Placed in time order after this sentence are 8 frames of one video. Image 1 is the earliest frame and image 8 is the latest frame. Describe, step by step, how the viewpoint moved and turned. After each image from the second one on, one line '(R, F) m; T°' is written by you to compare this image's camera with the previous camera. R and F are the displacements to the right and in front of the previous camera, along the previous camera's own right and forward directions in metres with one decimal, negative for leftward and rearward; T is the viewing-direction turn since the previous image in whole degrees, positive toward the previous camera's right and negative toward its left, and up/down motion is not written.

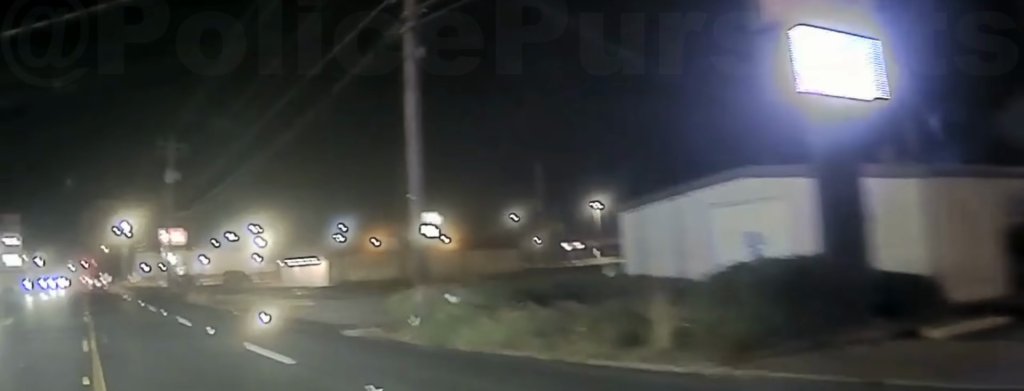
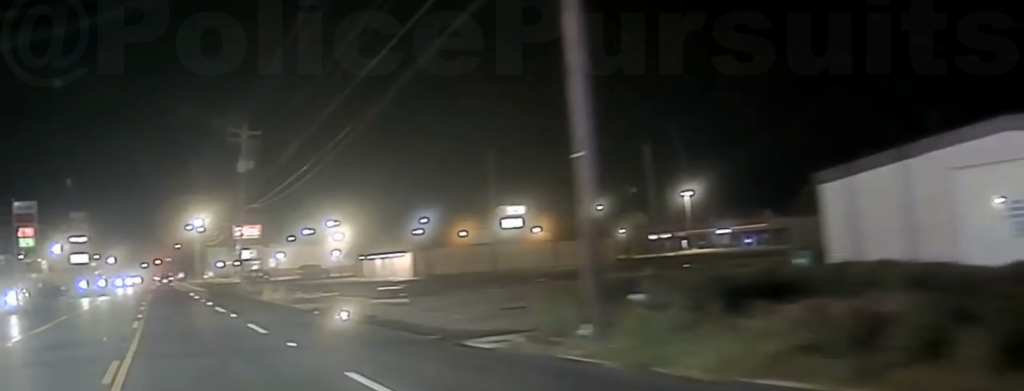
(-0.3, +5.9) m; -4°
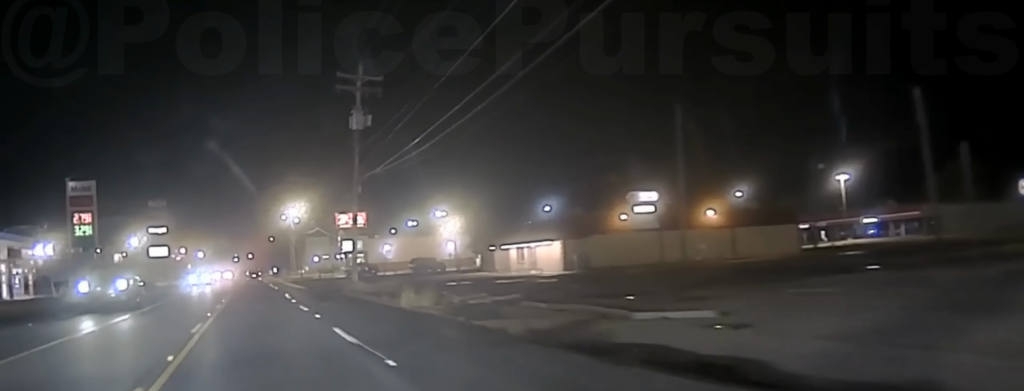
(-0.4, +17.5) m; -2°
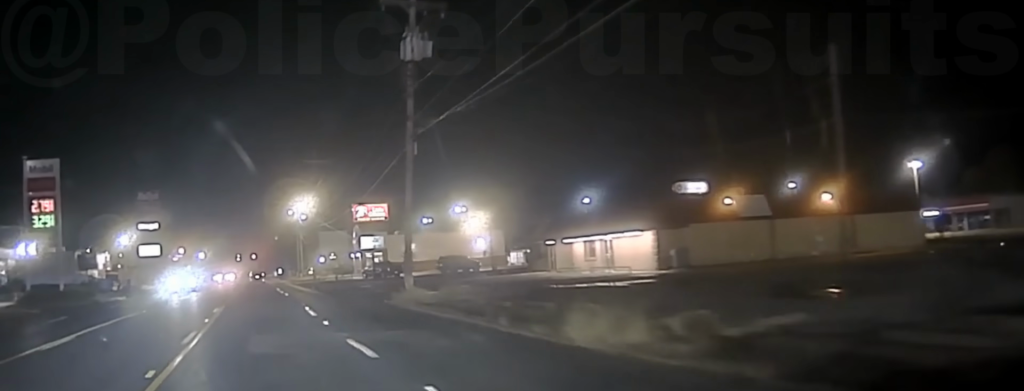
(-0.2, +14.0) m; -1°
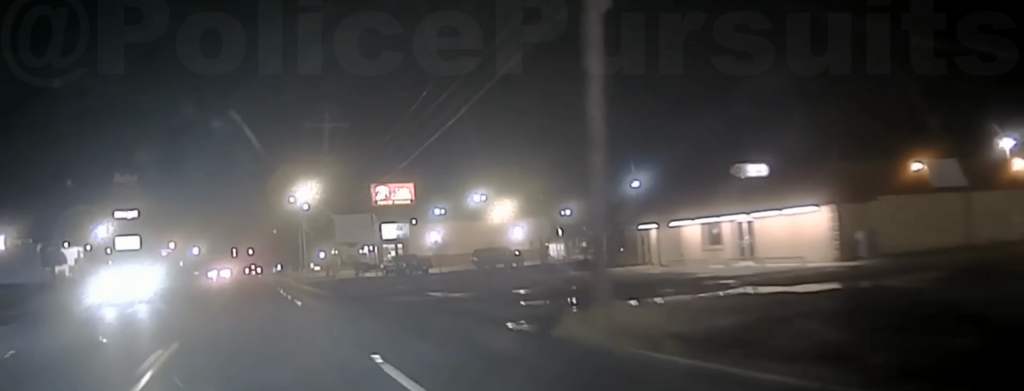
(-0.1, +16.3) m; 0°
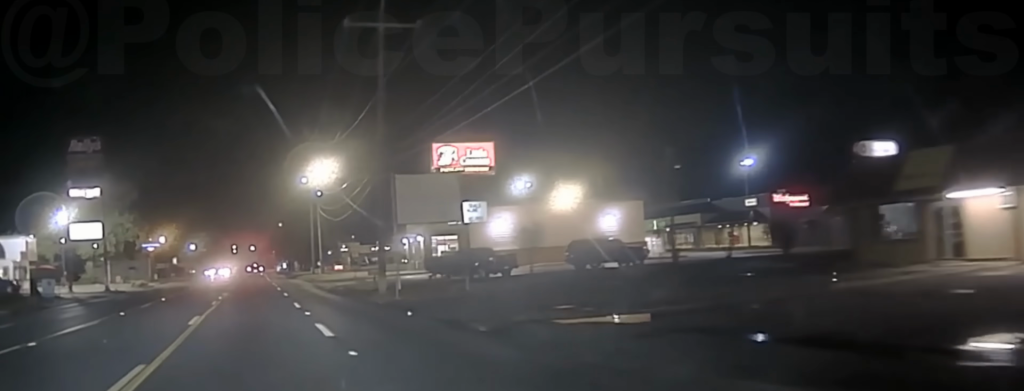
(0.0, +25.2) m; 0°
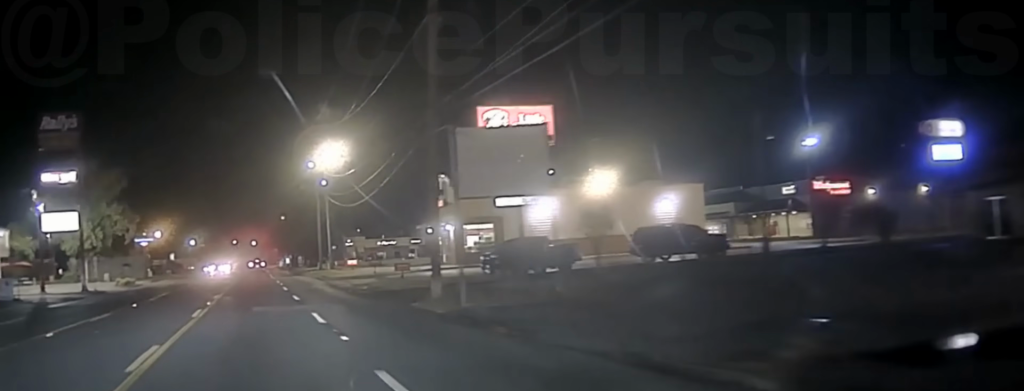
(0.0, +10.8) m; 0°
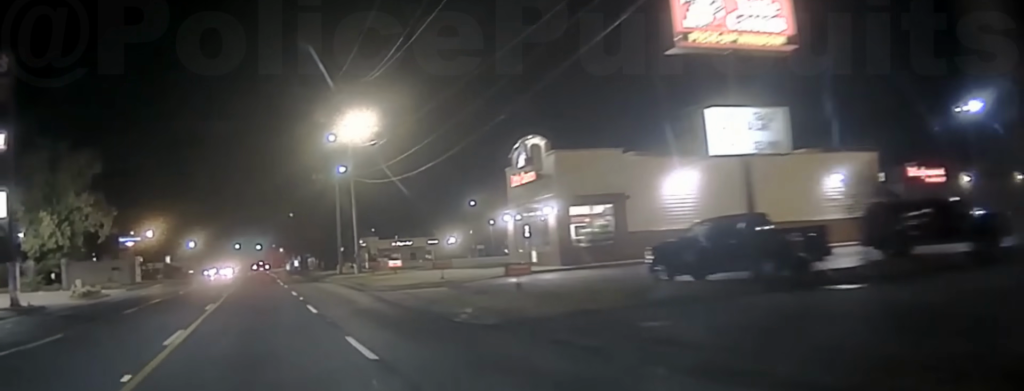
(0.0, +21.1) m; 0°
